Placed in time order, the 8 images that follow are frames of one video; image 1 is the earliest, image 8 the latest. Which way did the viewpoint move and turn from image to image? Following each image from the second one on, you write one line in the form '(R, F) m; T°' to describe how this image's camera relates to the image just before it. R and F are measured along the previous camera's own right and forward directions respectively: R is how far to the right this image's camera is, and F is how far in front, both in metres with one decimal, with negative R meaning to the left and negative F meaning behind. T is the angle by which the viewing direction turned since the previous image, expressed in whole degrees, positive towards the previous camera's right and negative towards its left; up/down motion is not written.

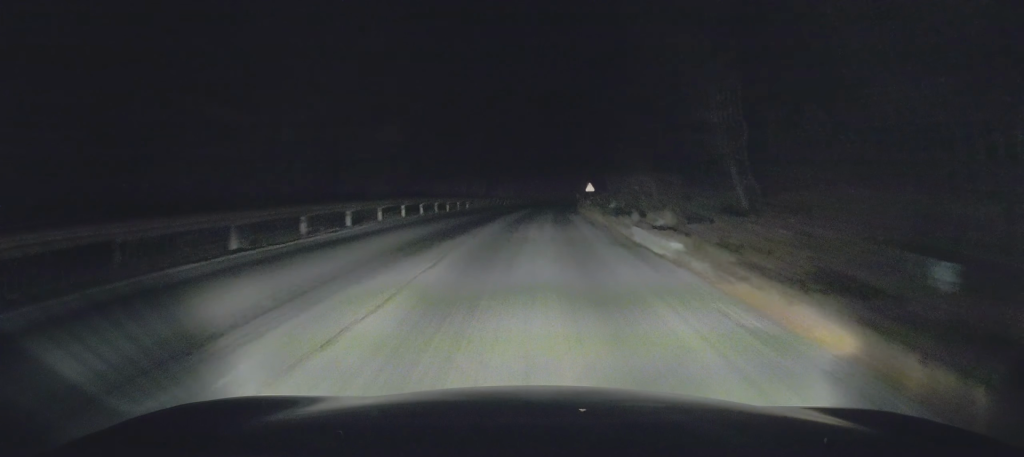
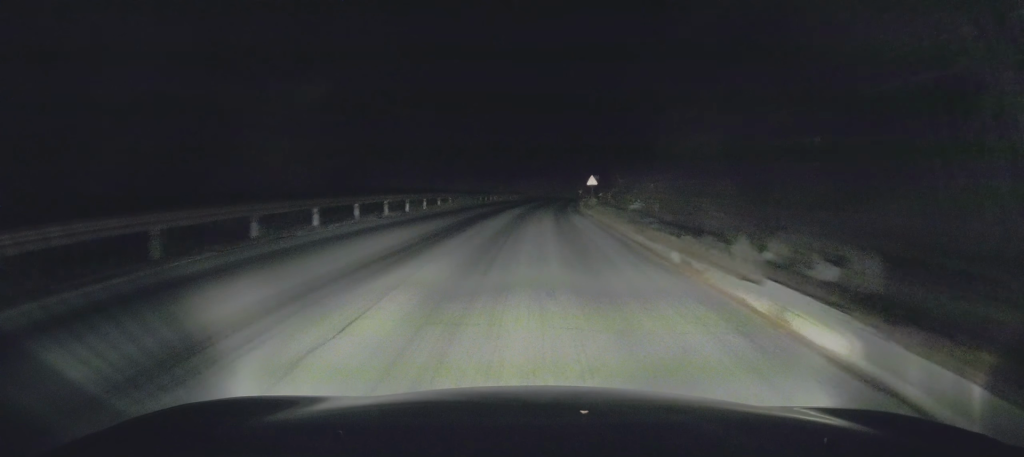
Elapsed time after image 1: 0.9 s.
(0.0, +10.7) m; -1°
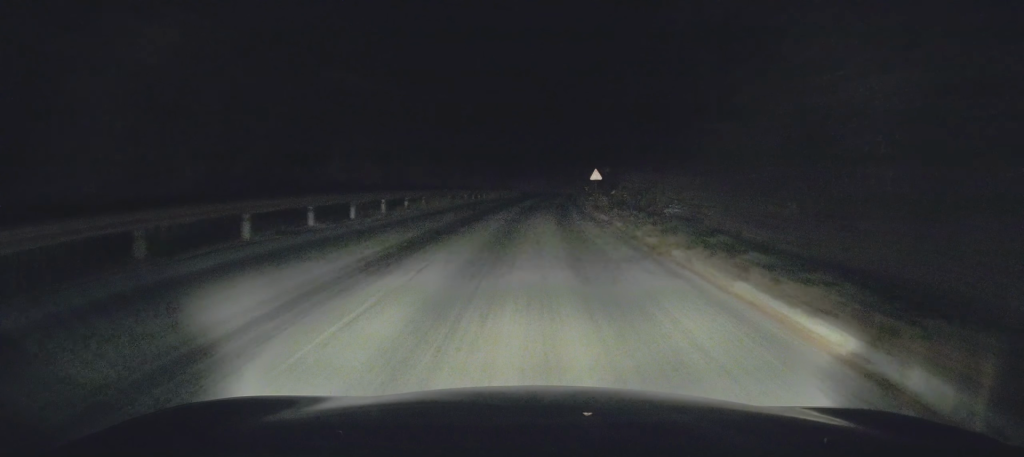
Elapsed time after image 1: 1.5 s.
(-0.2, +8.2) m; 0°
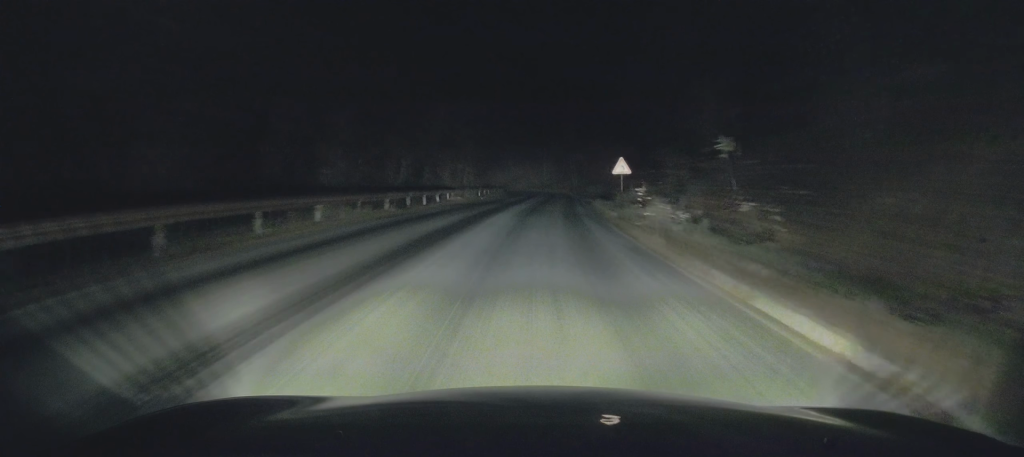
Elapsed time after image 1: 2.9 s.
(+0.2, +19.1) m; +1°
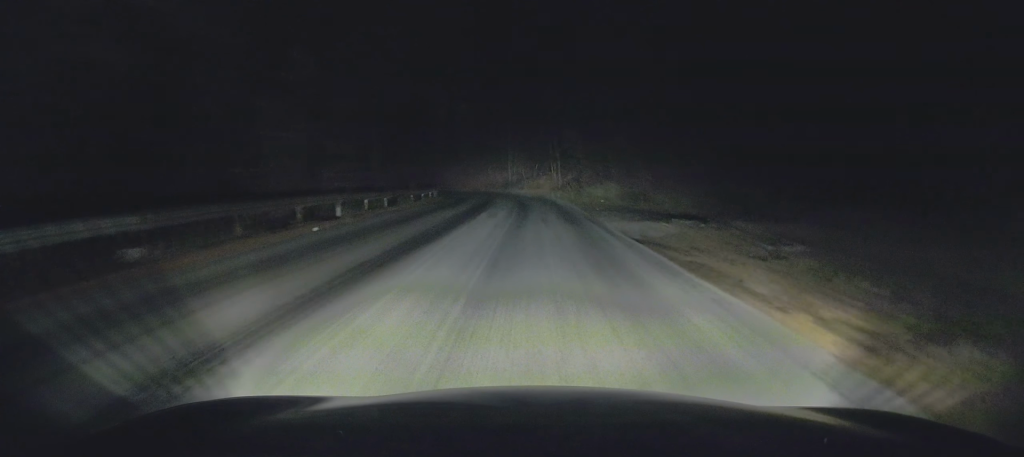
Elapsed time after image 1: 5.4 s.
(+0.3, +34.4) m; +1°
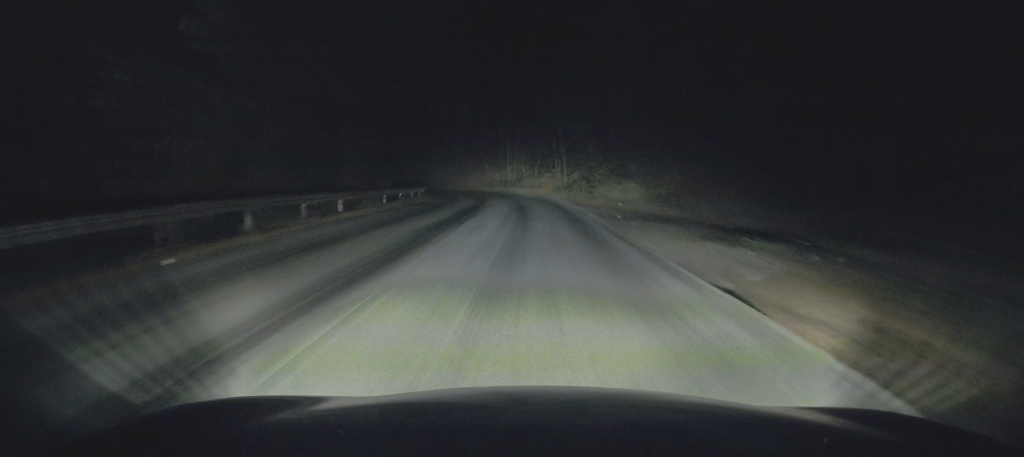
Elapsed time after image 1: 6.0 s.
(0.0, +7.2) m; +1°
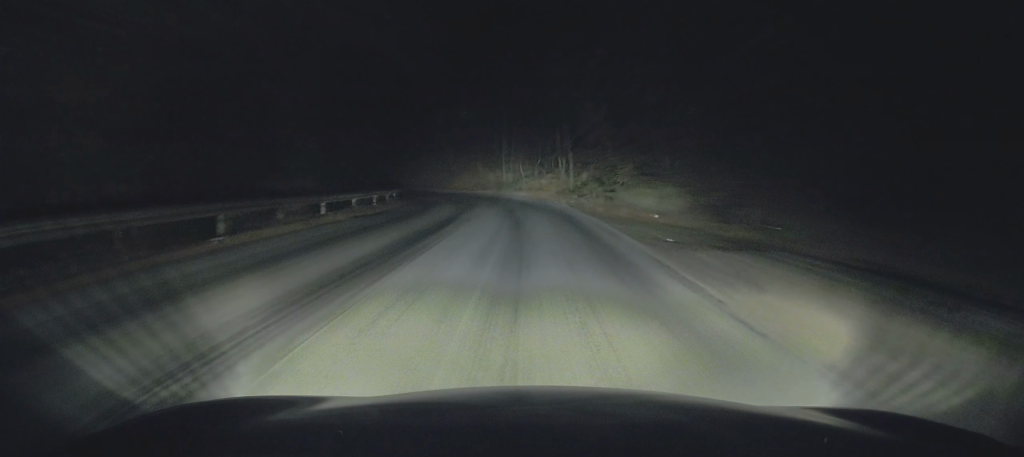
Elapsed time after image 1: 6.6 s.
(+0.2, +8.6) m; +1°
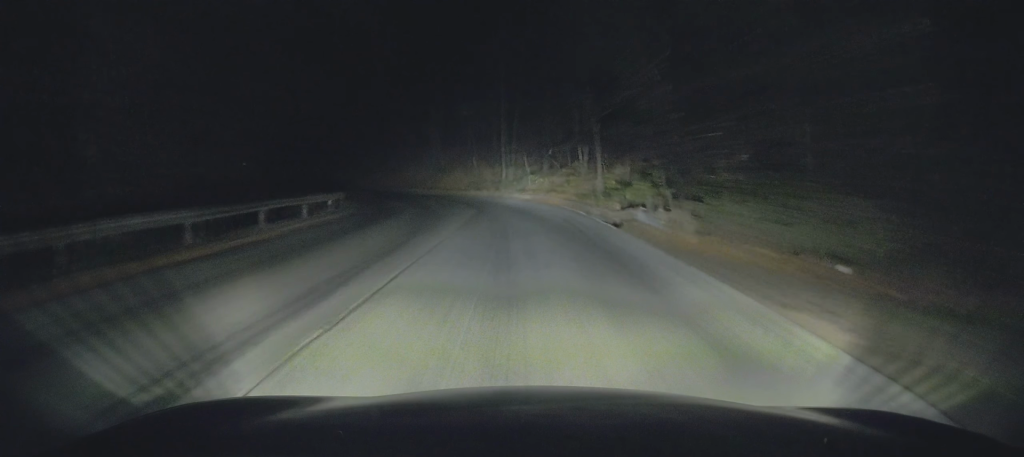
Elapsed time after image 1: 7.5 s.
(+0.1, +12.7) m; -1°
